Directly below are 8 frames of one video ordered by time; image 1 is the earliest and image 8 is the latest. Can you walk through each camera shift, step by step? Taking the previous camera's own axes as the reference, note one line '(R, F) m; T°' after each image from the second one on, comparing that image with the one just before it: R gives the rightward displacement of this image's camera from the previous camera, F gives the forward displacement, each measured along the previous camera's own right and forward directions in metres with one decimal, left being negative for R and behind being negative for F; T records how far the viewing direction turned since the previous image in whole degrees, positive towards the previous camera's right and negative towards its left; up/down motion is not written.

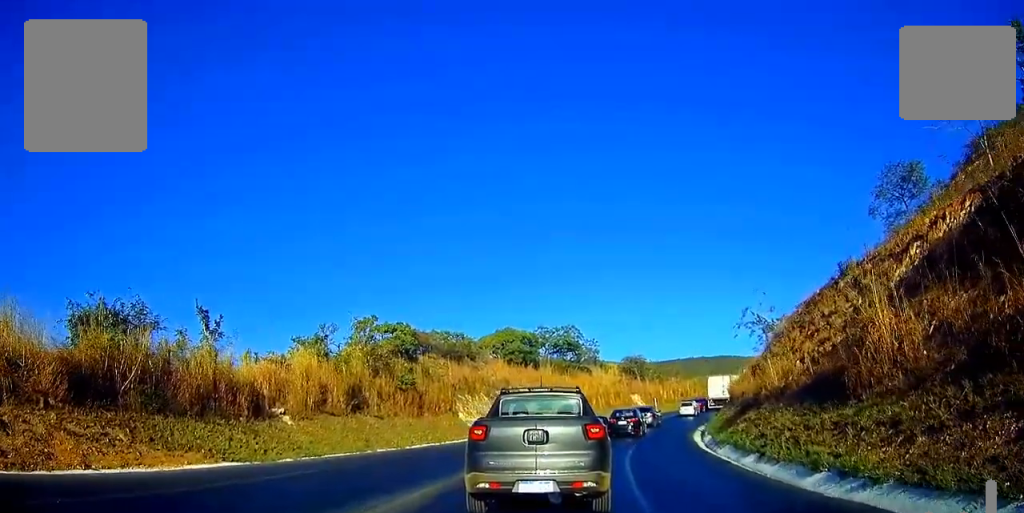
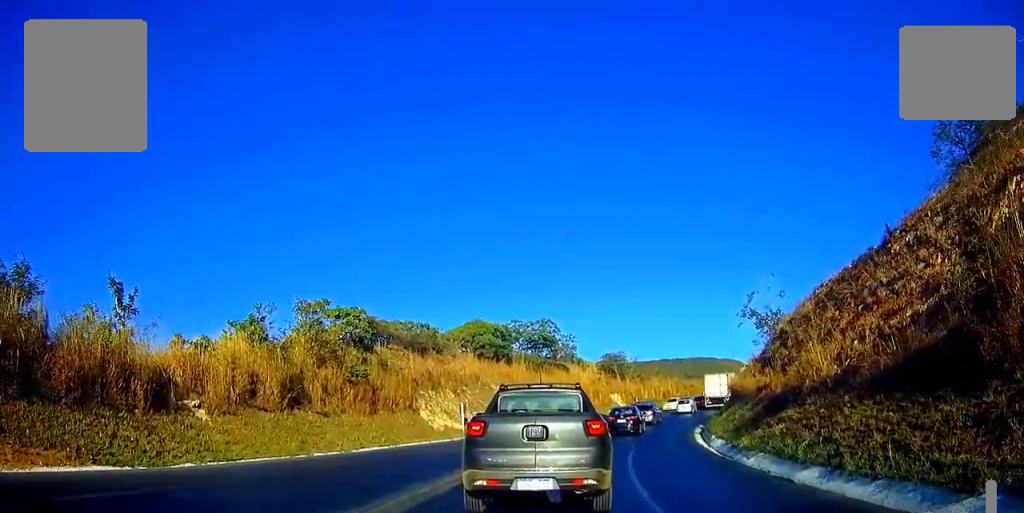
(0.0, +5.3) m; +1°
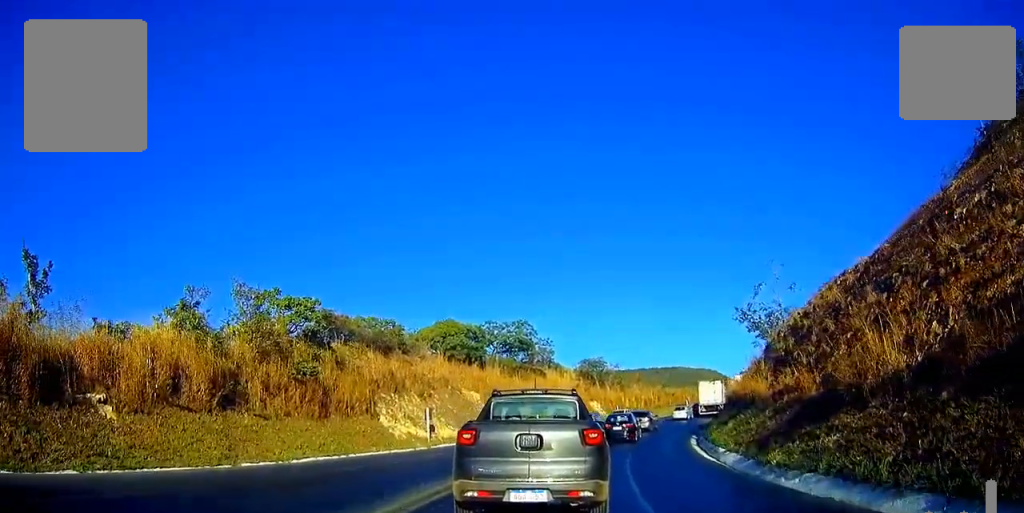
(0.0, +4.3) m; +2°
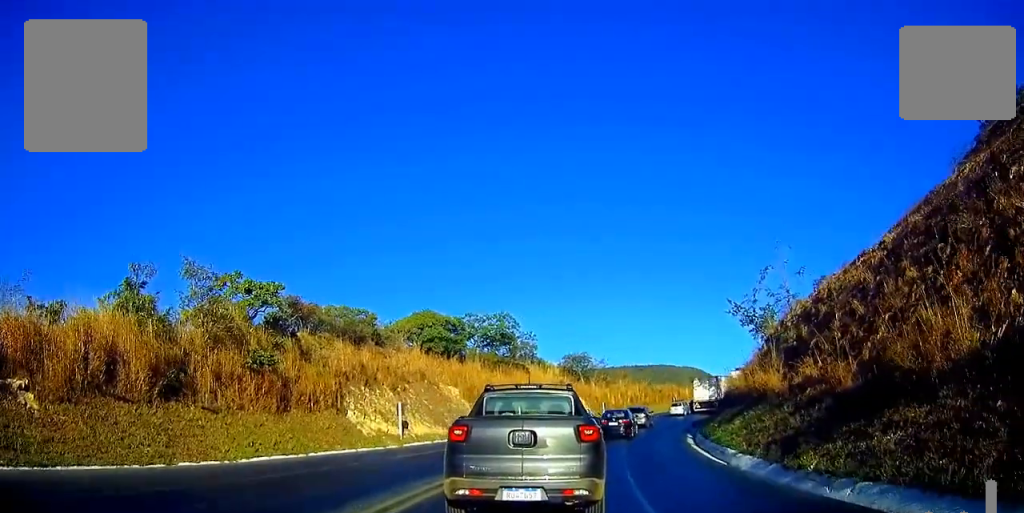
(0.0, +2.8) m; +3°
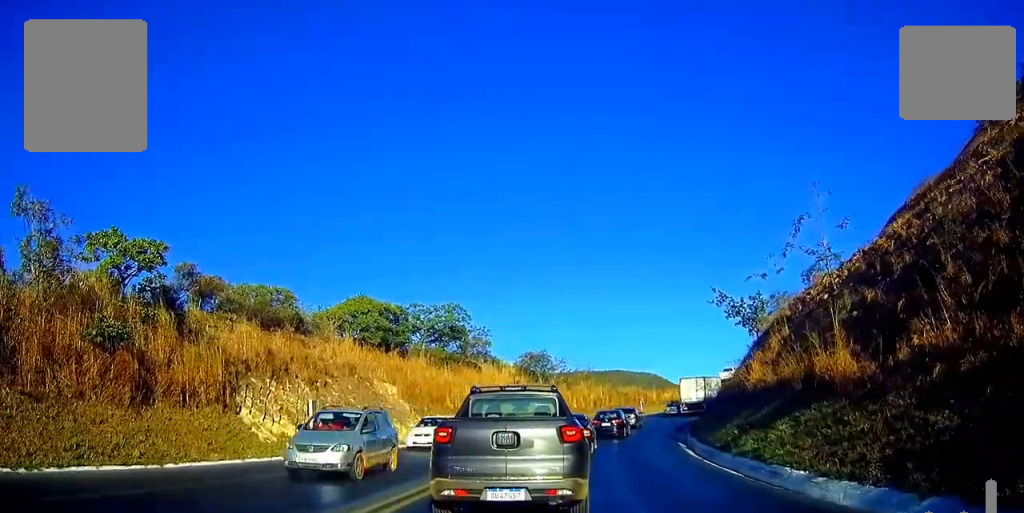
(+0.6, +7.4) m; +8°
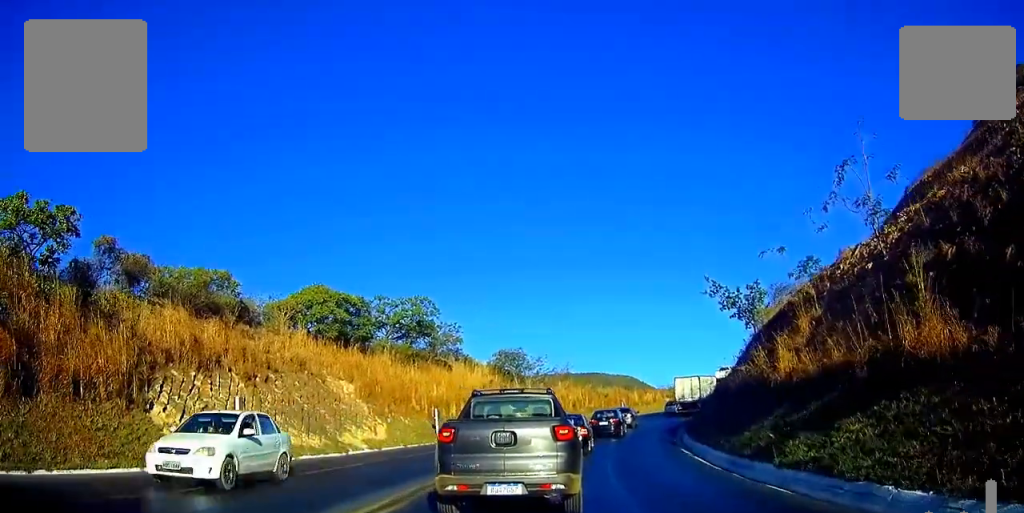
(+0.1, +4.9) m; +1°
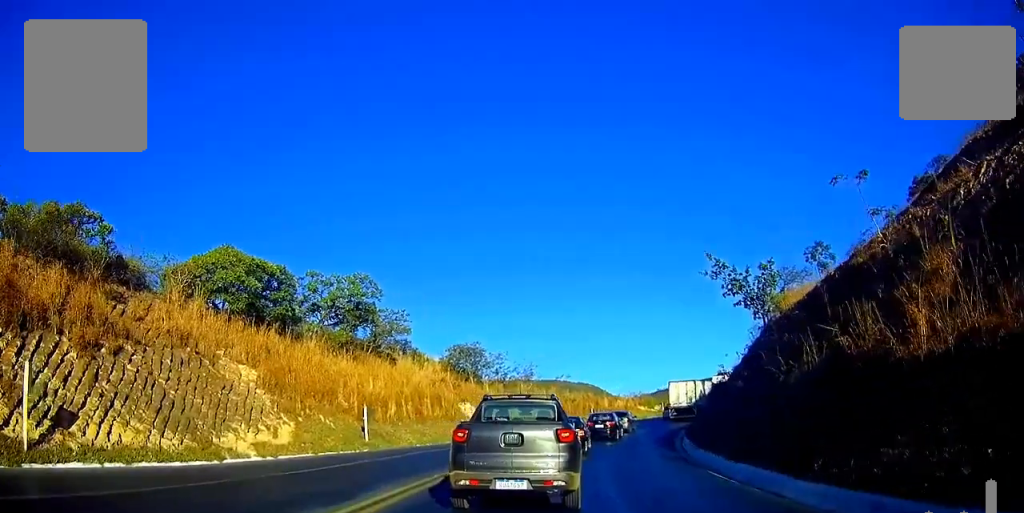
(+0.1, +8.8) m; +2°
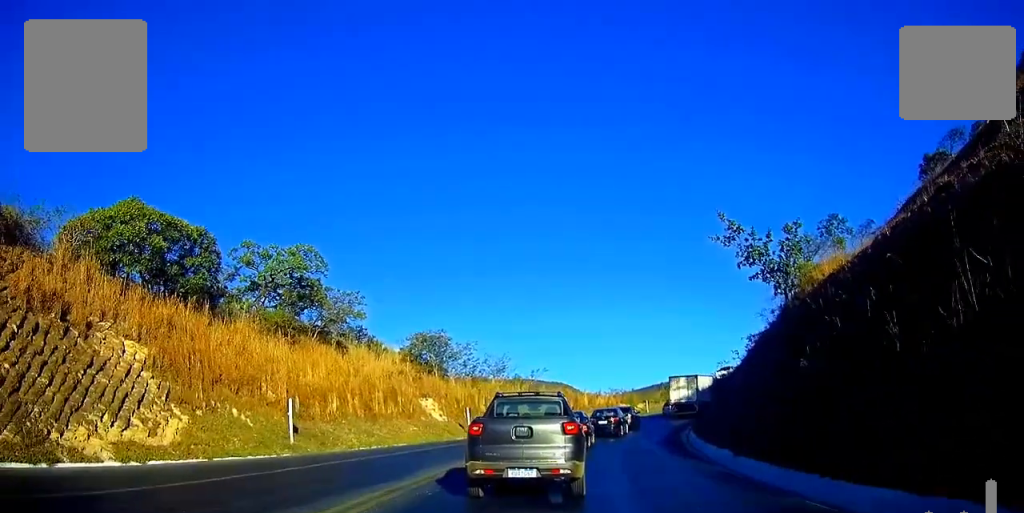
(+0.1, +7.2) m; +2°
